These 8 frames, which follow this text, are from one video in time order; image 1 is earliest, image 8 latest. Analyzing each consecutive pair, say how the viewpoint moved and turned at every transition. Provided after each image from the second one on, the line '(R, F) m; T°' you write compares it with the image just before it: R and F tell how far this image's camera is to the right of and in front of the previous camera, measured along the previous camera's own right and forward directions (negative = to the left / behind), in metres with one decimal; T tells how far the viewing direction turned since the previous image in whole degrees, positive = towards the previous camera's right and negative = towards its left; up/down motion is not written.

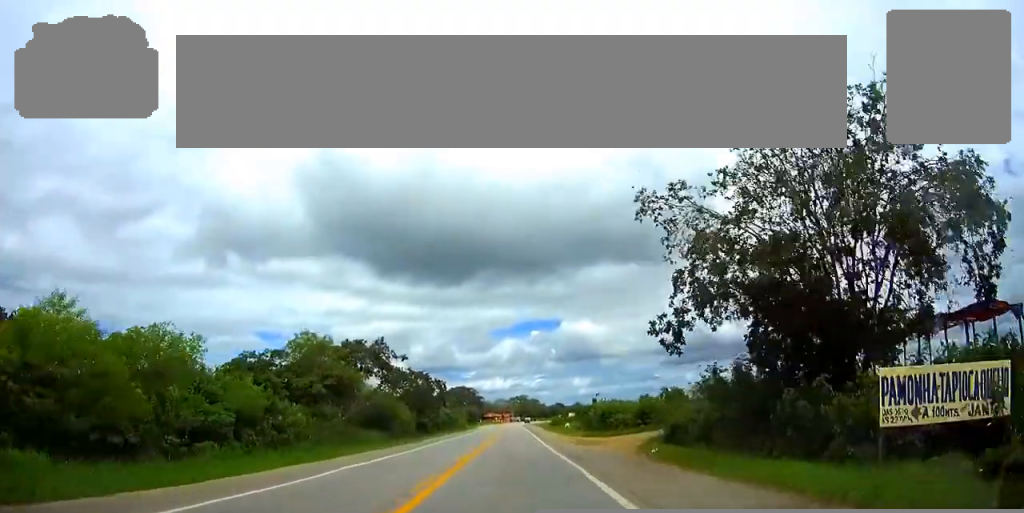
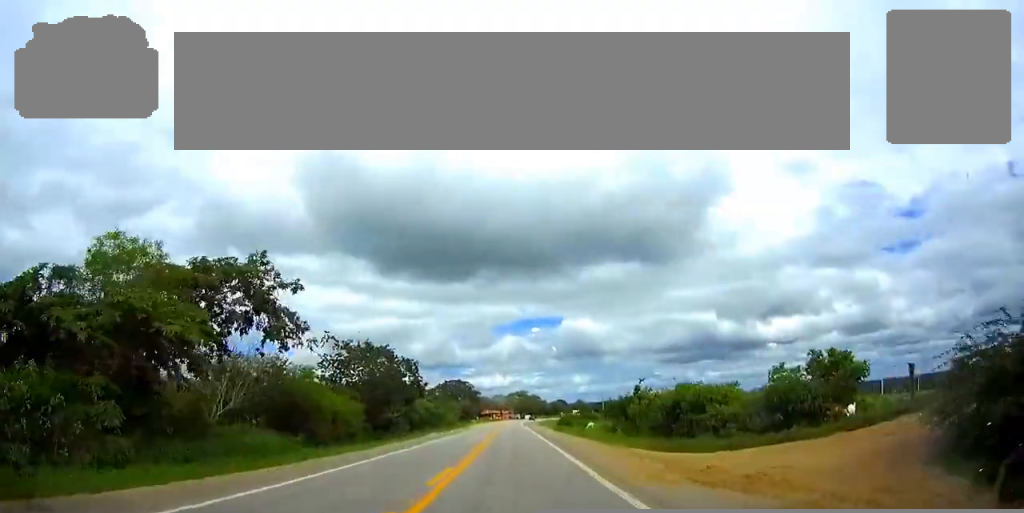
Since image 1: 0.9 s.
(-0.1, +23.6) m; 0°
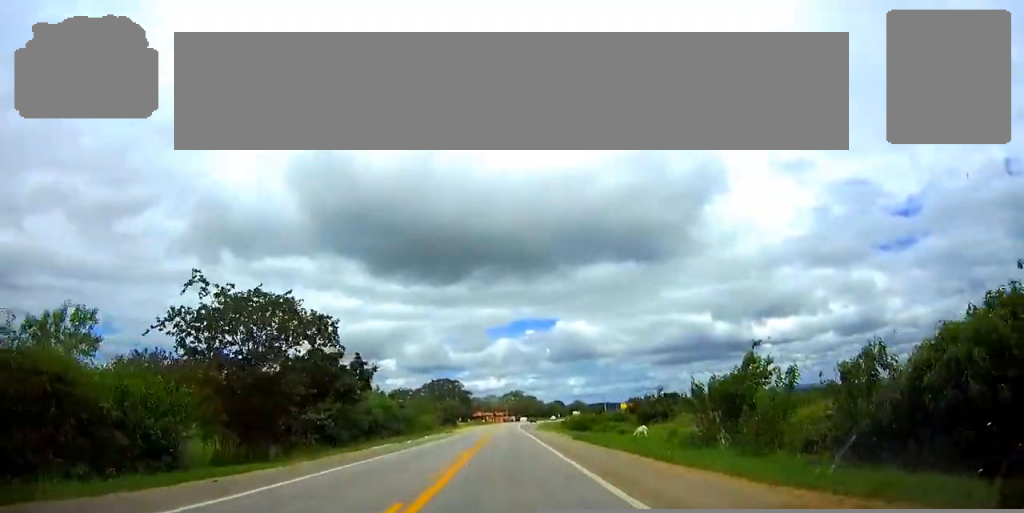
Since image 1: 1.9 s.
(+0.2, +23.9) m; +1°
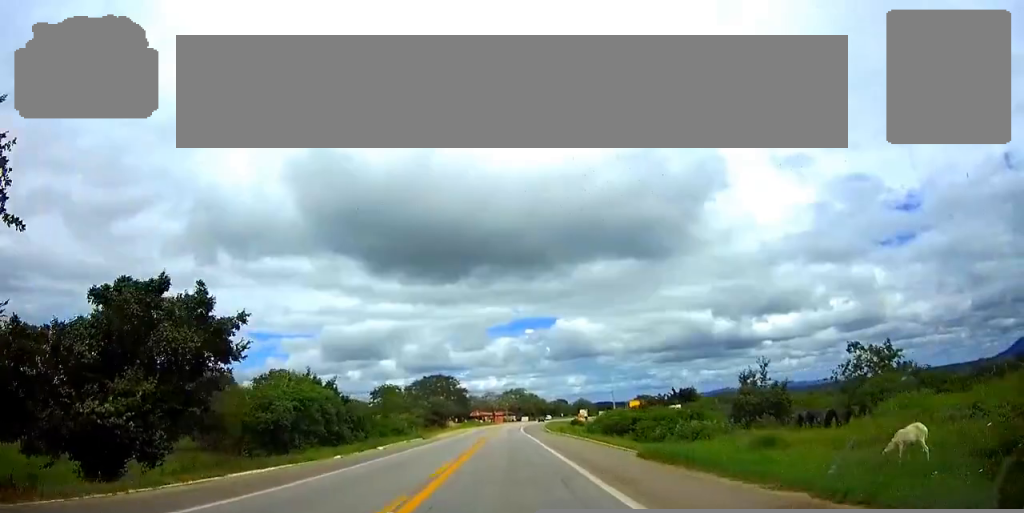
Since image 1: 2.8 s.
(+0.1, +23.2) m; 0°
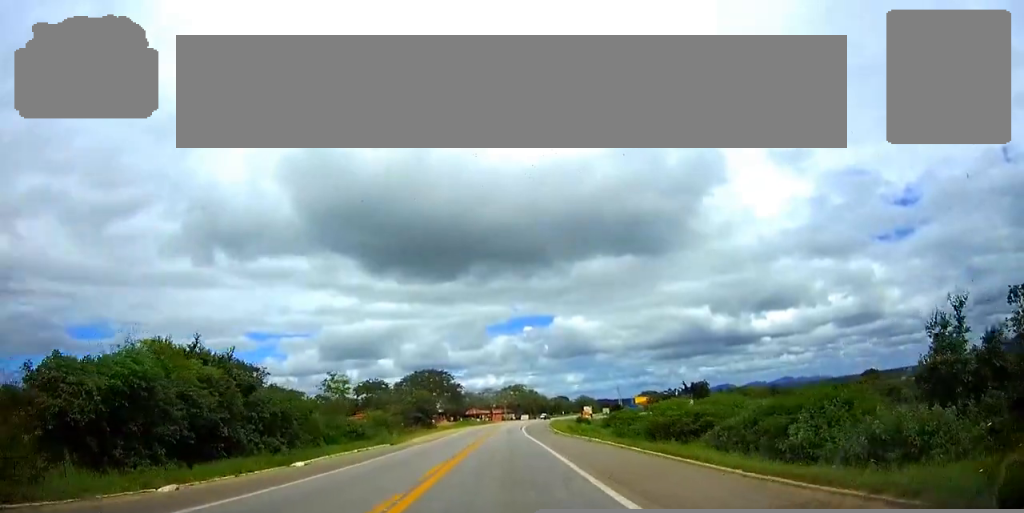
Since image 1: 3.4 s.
(0.0, +16.3) m; 0°
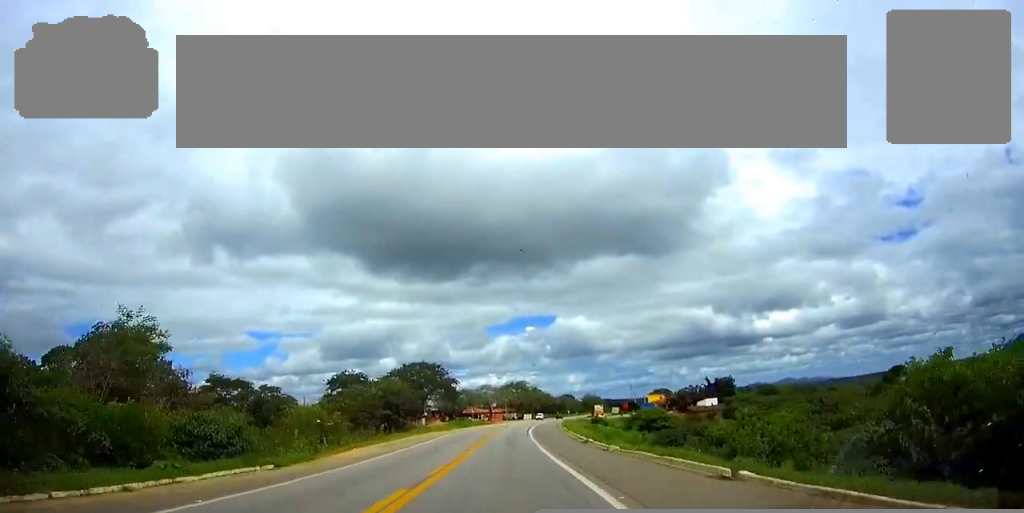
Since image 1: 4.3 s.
(0.0, +23.2) m; 0°
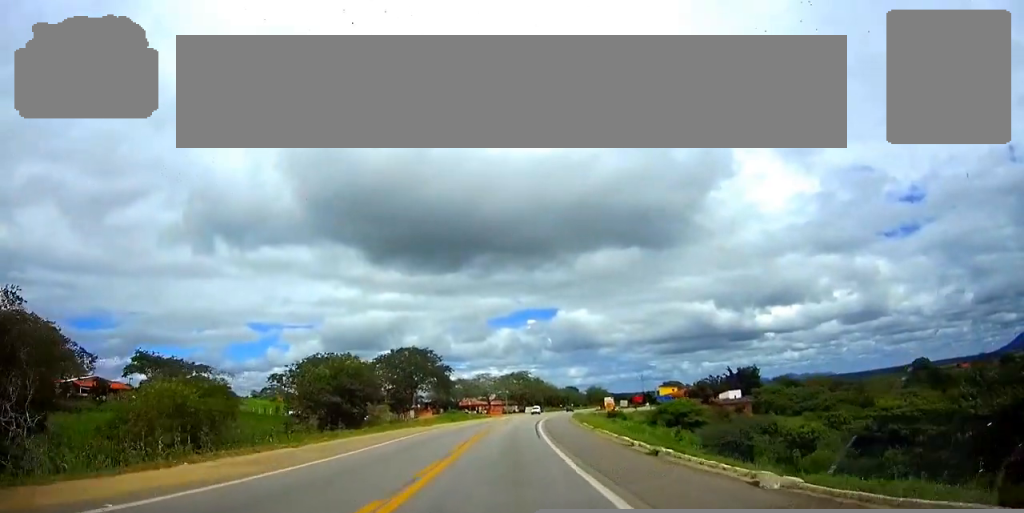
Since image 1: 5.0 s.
(+0.1, +18.9) m; 0°
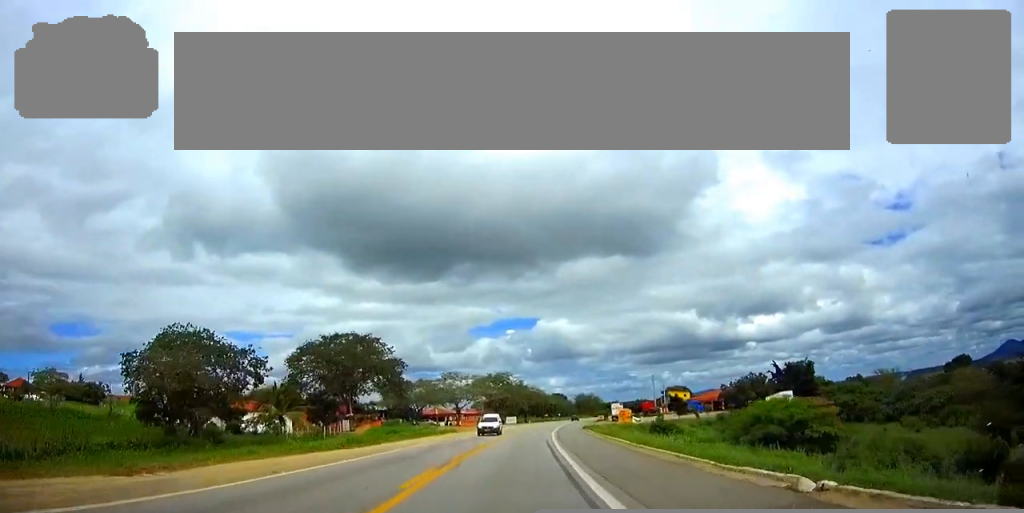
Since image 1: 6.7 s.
(+0.2, +41.8) m; +2°
